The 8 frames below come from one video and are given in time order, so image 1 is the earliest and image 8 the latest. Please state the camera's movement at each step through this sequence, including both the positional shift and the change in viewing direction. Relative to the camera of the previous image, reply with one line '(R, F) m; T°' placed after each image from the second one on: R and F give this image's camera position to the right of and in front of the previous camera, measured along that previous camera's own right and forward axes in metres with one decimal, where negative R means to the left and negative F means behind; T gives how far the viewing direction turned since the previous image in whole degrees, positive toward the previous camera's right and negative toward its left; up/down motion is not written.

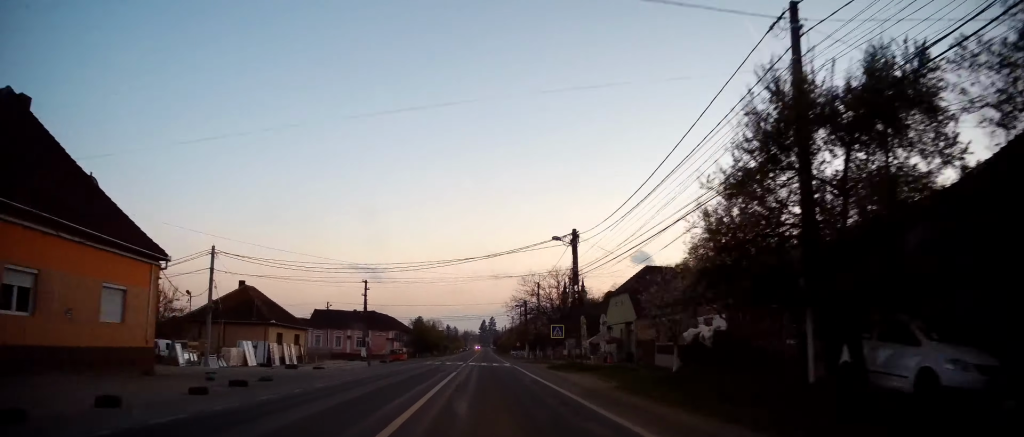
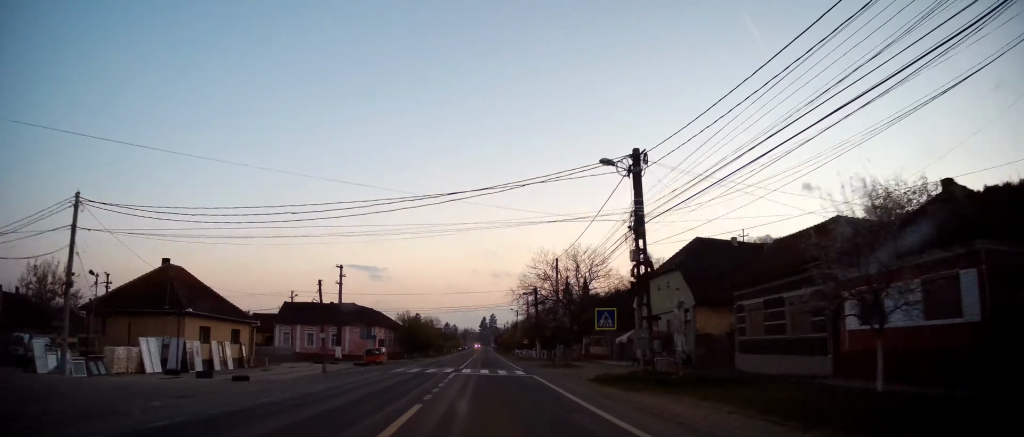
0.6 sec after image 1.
(0.0, +14.5) m; 0°
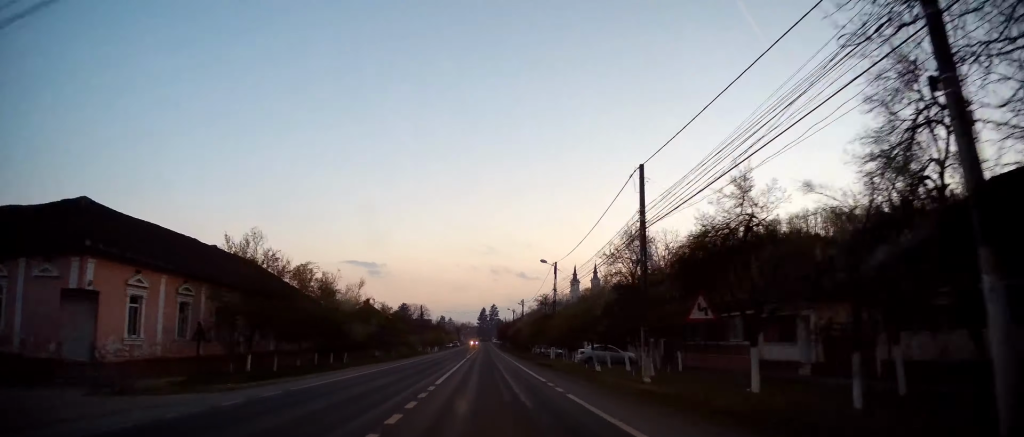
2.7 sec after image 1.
(0.0, +55.4) m; 0°
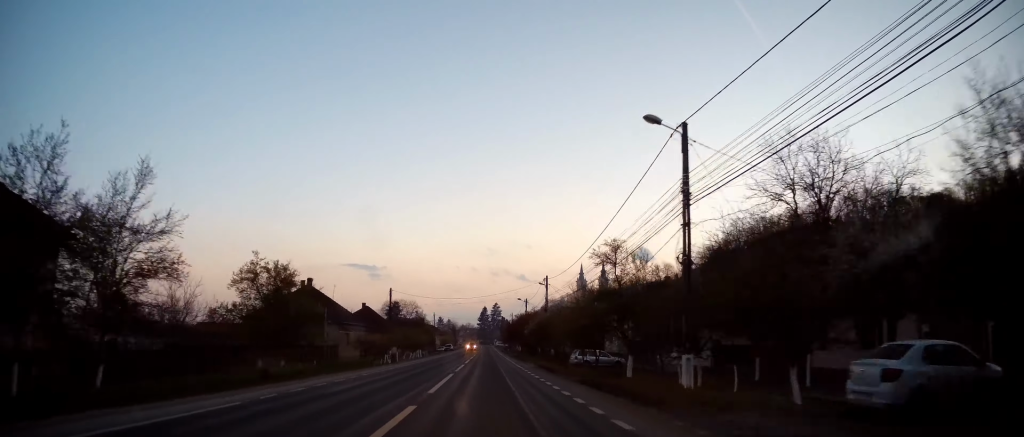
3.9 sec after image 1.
(0.0, +30.7) m; 0°
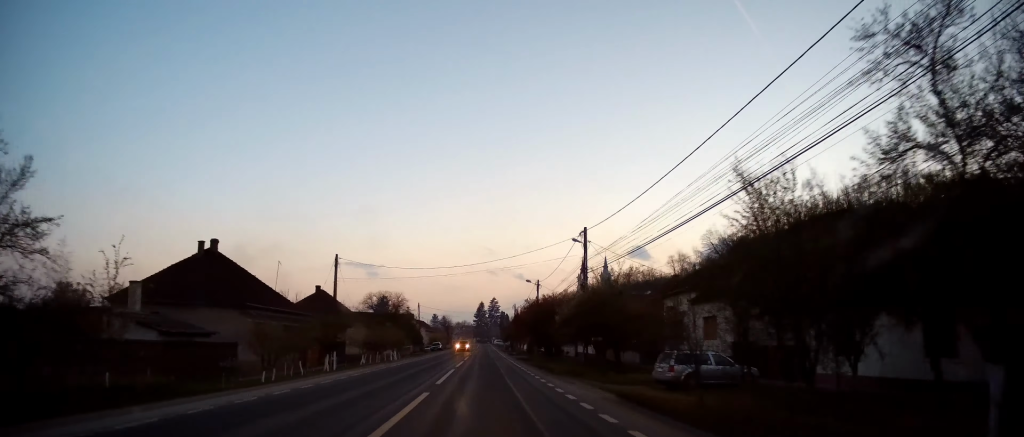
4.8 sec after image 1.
(0.0, +21.4) m; 0°
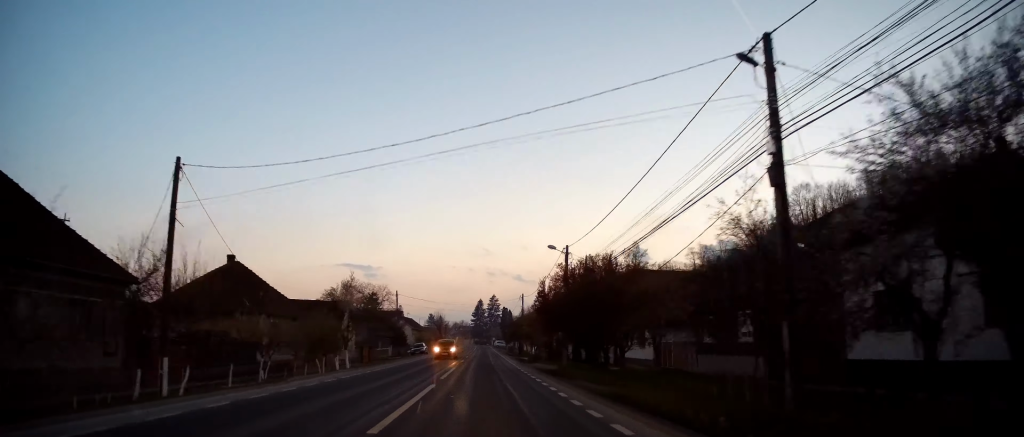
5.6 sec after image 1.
(+0.1, +21.4) m; 0°
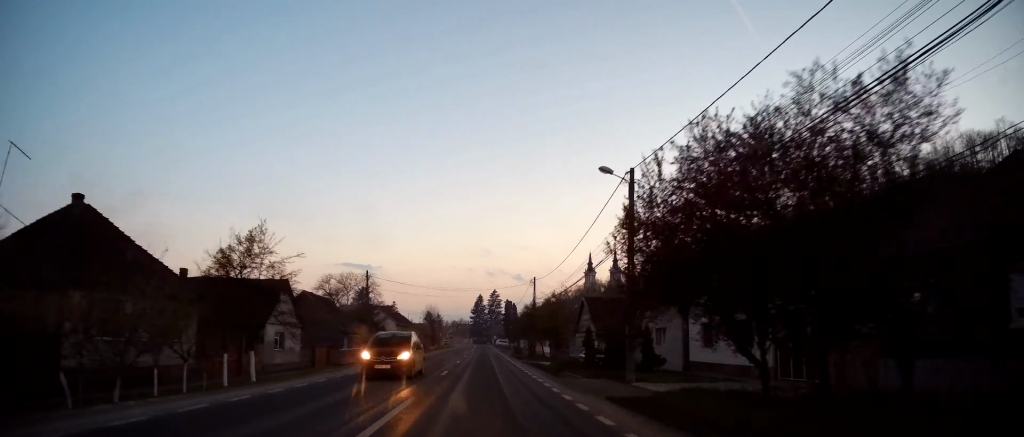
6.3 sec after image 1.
(0.0, +17.1) m; 0°
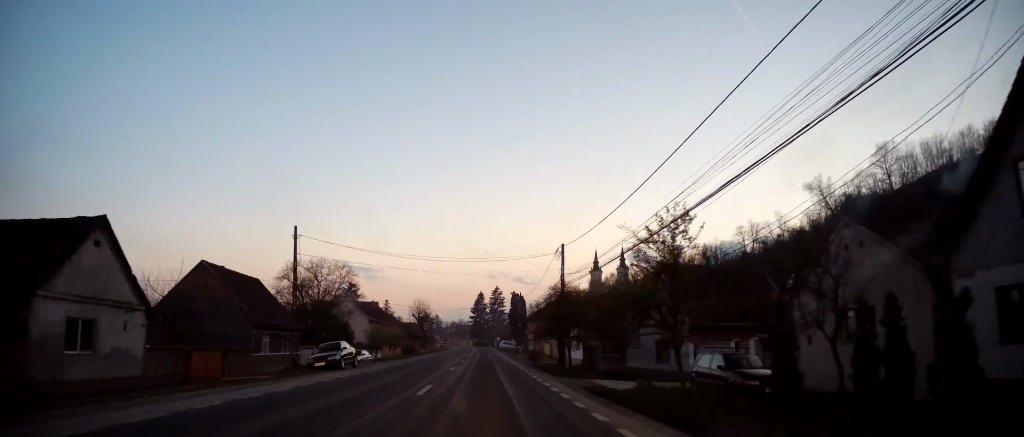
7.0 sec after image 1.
(-0.1, +19.6) m; 0°
